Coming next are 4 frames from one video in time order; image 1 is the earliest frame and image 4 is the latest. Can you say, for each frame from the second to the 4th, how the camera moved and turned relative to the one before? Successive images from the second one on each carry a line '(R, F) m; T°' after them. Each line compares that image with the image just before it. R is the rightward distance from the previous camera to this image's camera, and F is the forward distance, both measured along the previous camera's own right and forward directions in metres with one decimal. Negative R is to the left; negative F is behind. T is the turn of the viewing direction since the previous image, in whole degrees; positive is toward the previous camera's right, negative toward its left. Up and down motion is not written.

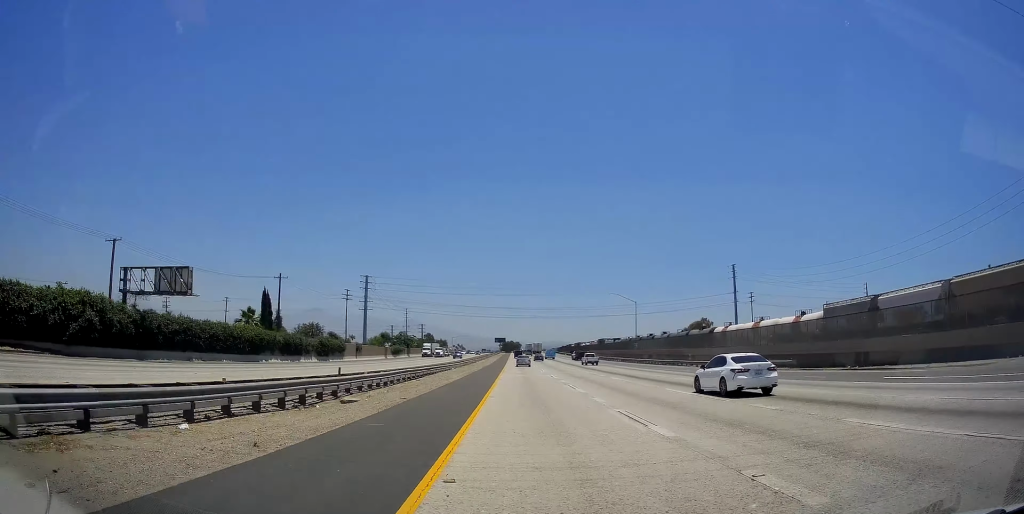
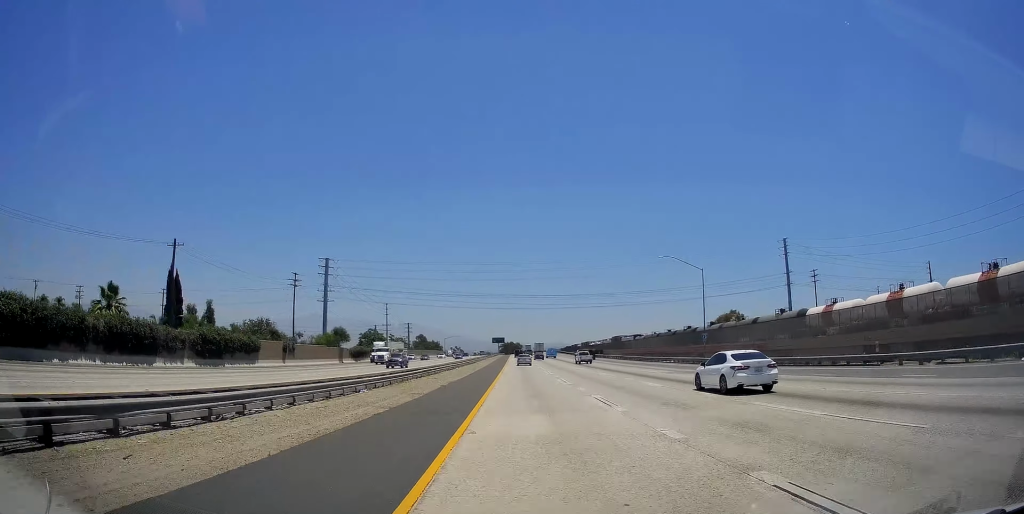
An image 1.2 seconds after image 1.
(+0.1, +38.7) m; 0°
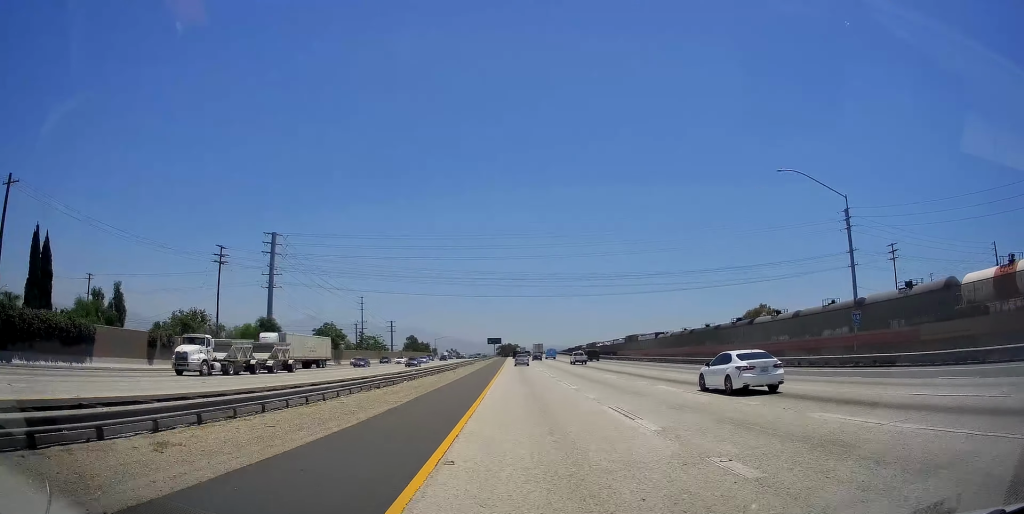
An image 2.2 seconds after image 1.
(+0.1, +32.9) m; 0°
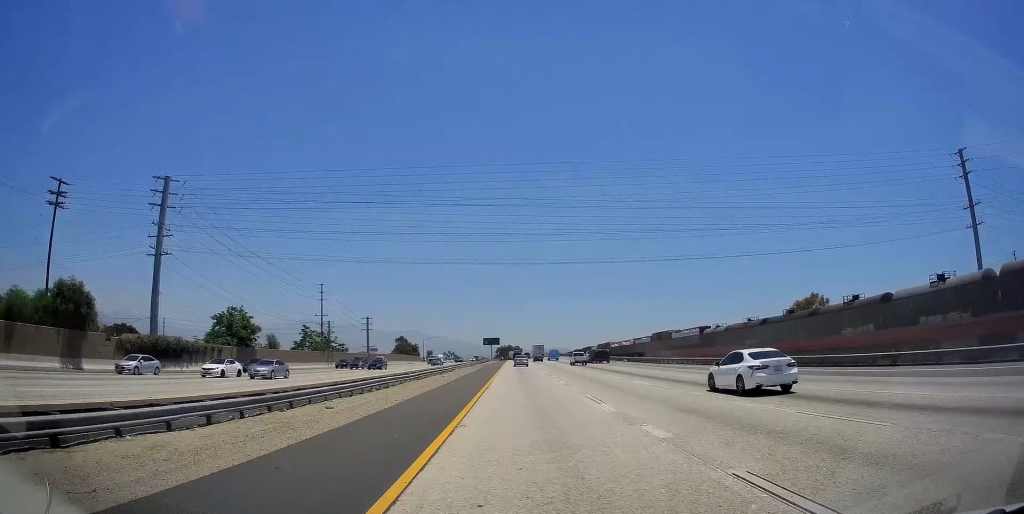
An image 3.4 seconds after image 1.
(+0.1, +39.0) m; 0°
